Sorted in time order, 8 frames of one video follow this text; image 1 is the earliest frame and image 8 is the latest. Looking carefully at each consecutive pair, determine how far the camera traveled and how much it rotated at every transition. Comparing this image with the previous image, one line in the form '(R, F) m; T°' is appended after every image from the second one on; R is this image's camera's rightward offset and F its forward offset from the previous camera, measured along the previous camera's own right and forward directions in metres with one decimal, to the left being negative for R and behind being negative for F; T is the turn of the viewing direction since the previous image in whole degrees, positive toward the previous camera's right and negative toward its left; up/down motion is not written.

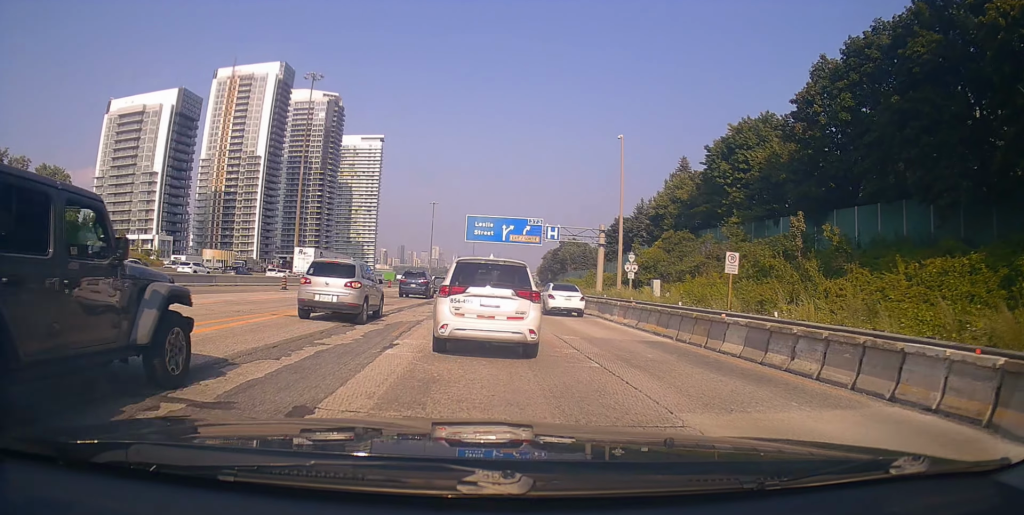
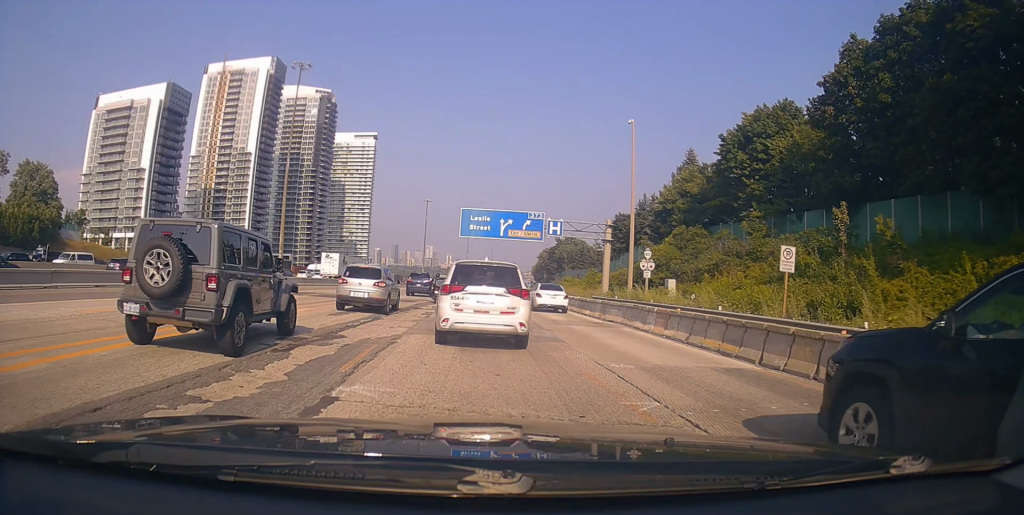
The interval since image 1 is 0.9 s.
(-0.2, +5.0) m; +2°
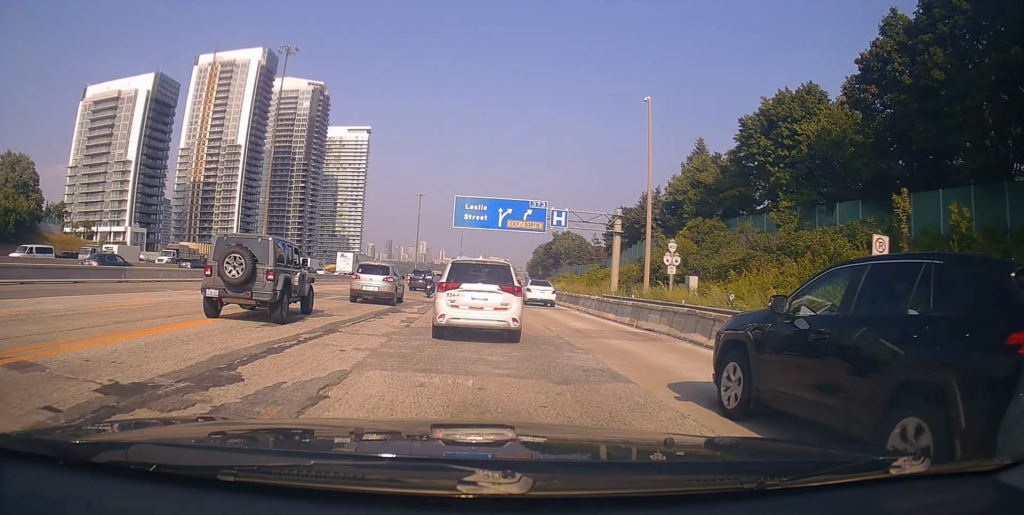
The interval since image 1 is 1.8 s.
(+0.4, +4.9) m; +5°
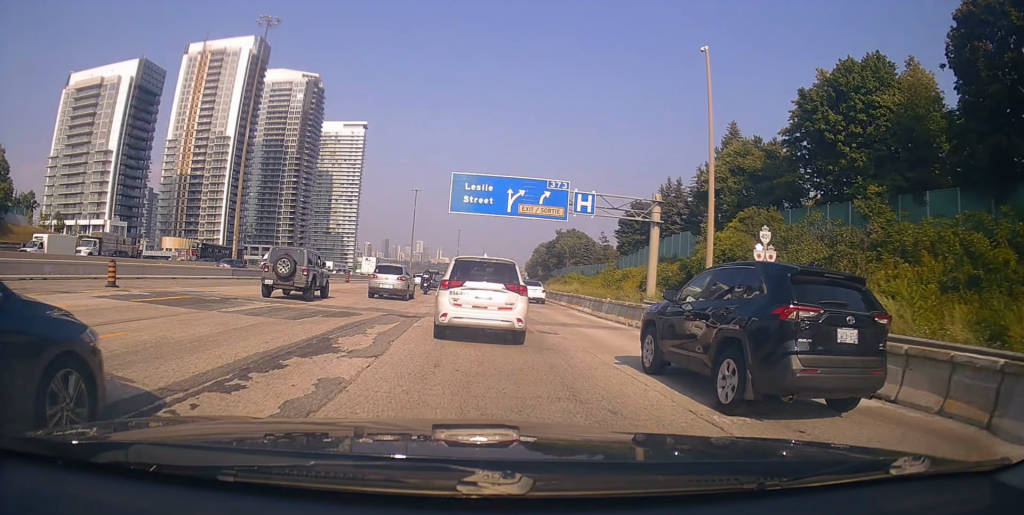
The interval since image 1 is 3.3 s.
(+0.2, +10.0) m; -2°
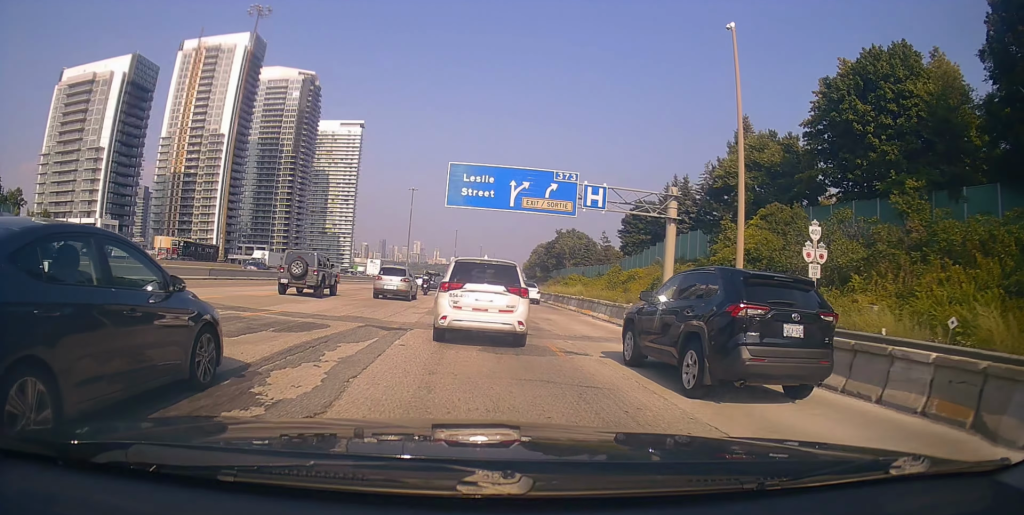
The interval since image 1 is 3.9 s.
(-0.1, +3.7) m; -2°
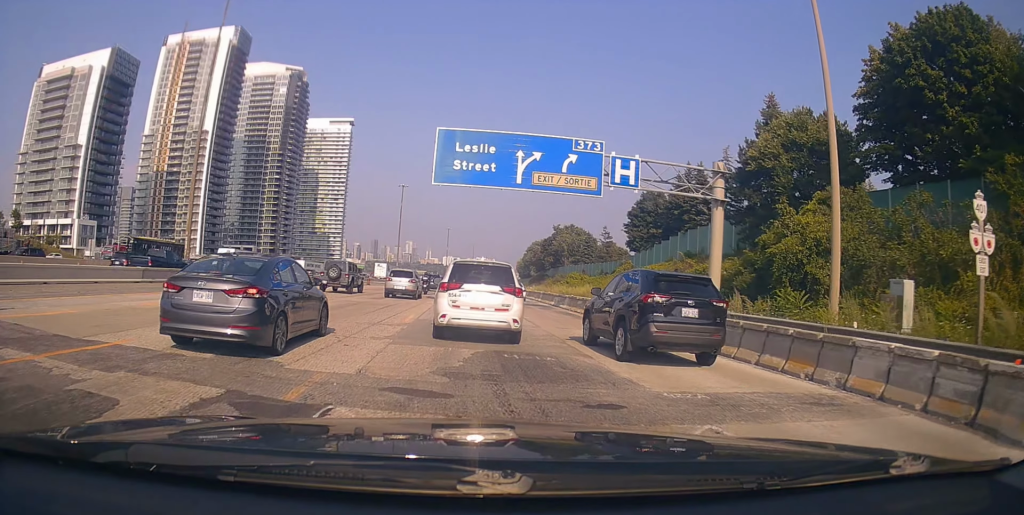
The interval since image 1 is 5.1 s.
(-0.6, +8.5) m; +1°
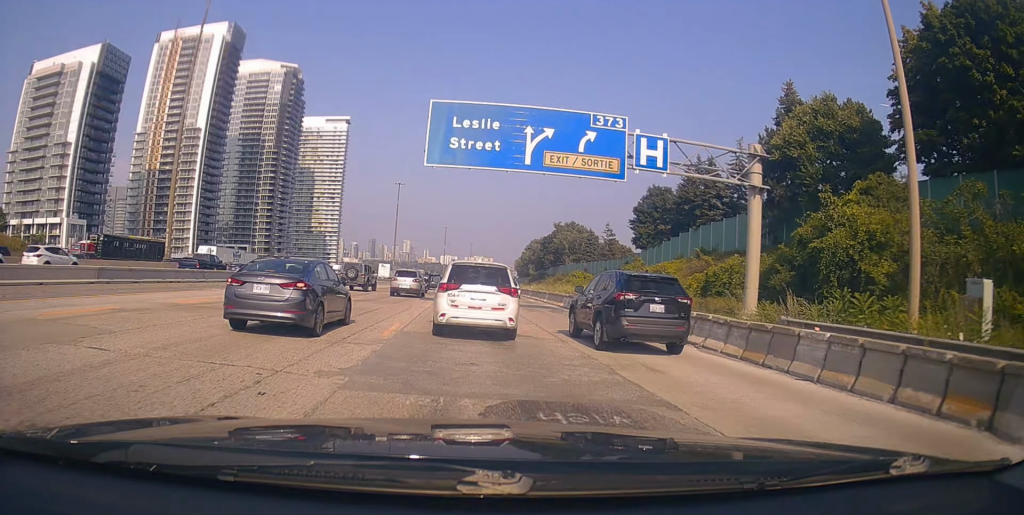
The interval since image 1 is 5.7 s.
(-0.1, +4.2) m; +5°
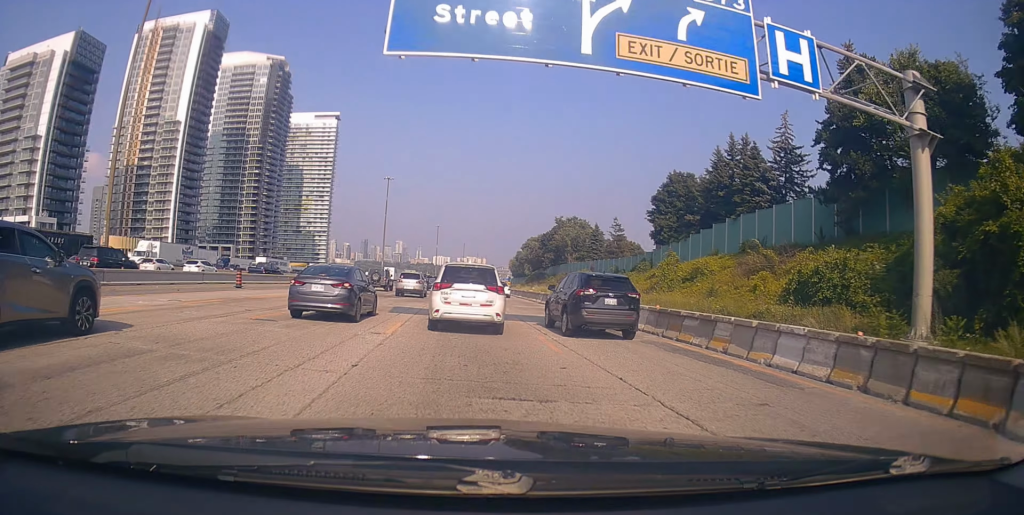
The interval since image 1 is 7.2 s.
(+0.4, +10.6) m; -1°
